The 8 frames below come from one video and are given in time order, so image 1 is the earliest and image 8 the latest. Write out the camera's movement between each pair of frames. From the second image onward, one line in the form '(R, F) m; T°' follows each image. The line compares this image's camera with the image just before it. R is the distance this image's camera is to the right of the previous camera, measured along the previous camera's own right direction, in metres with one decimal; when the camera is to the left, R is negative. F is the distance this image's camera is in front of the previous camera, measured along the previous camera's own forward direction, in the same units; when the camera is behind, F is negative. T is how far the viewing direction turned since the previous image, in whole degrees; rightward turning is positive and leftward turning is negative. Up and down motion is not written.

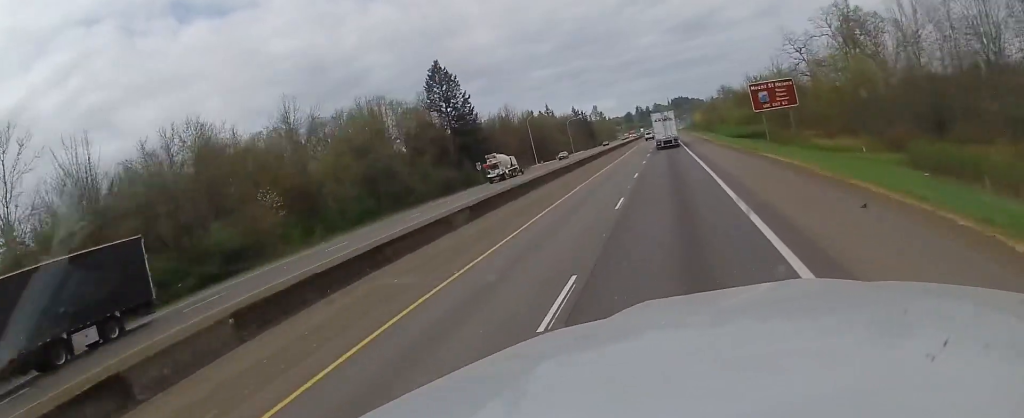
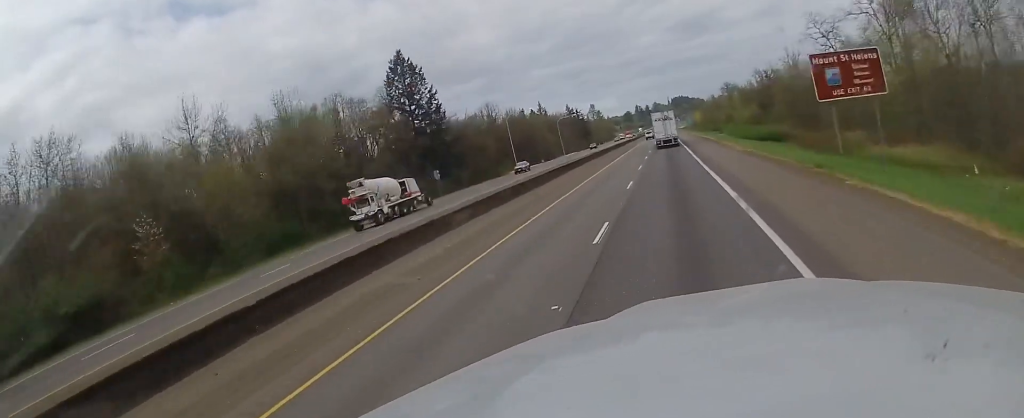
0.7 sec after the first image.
(-0.1, +18.4) m; 0°
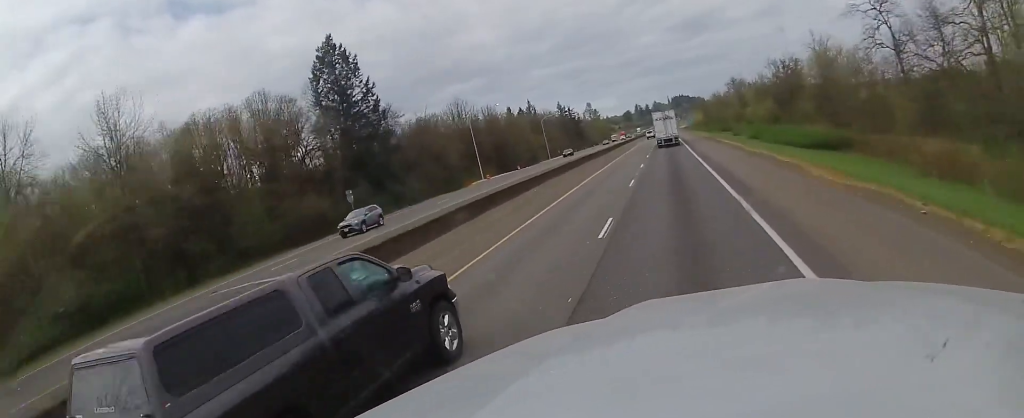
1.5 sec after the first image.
(+0.1, +23.9) m; +1°
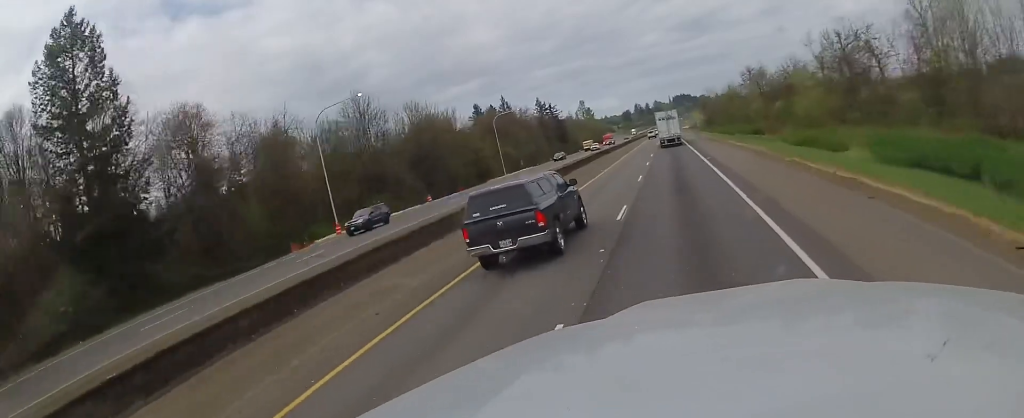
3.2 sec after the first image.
(0.0, +46.0) m; -1°
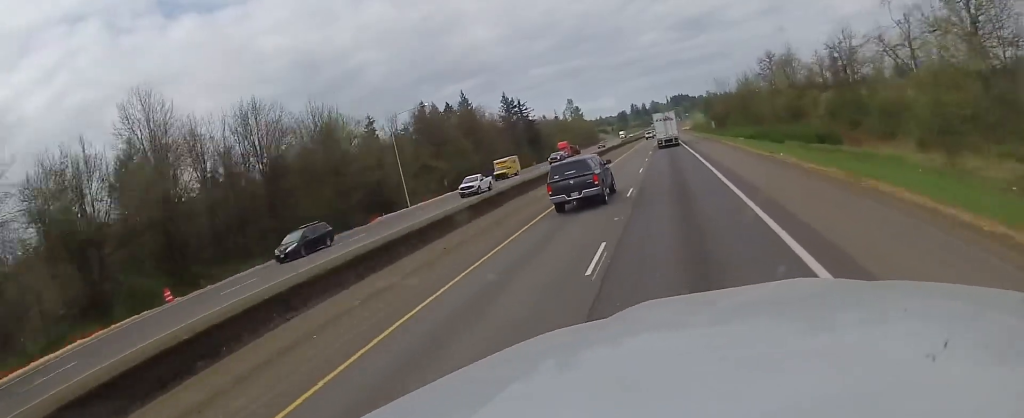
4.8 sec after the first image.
(+0.2, +43.1) m; +1°
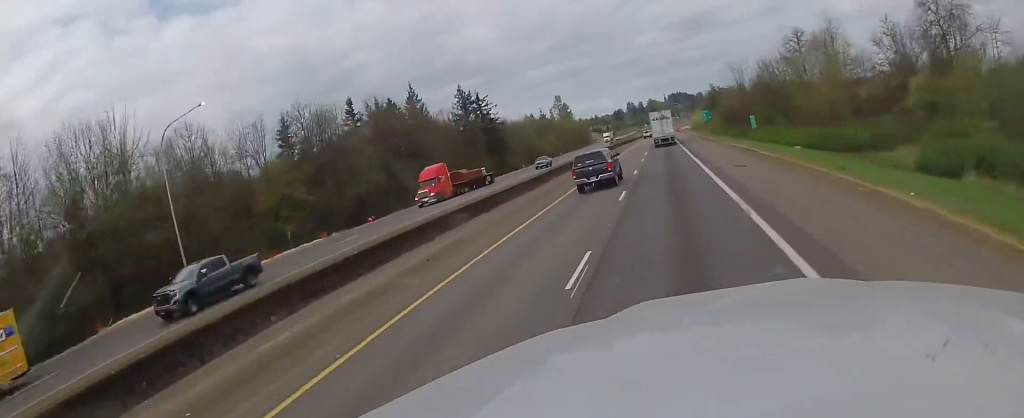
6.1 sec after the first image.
(+0.3, +37.3) m; 0°
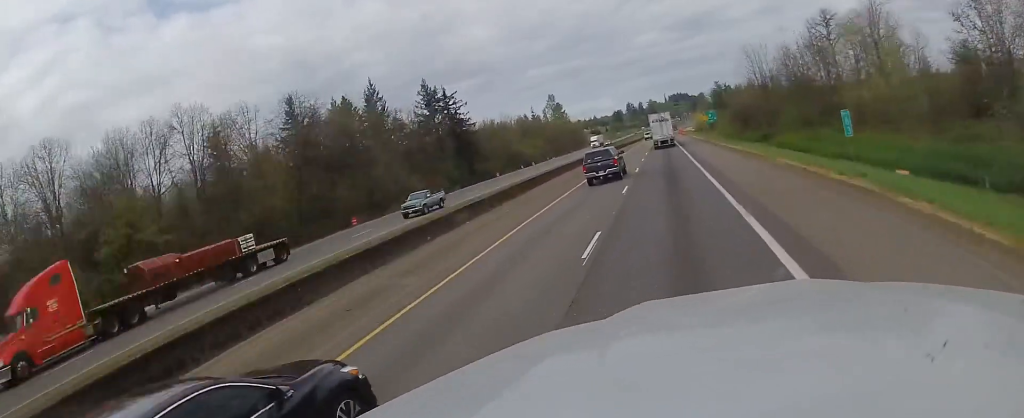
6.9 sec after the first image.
(-0.2, +21.9) m; -1°
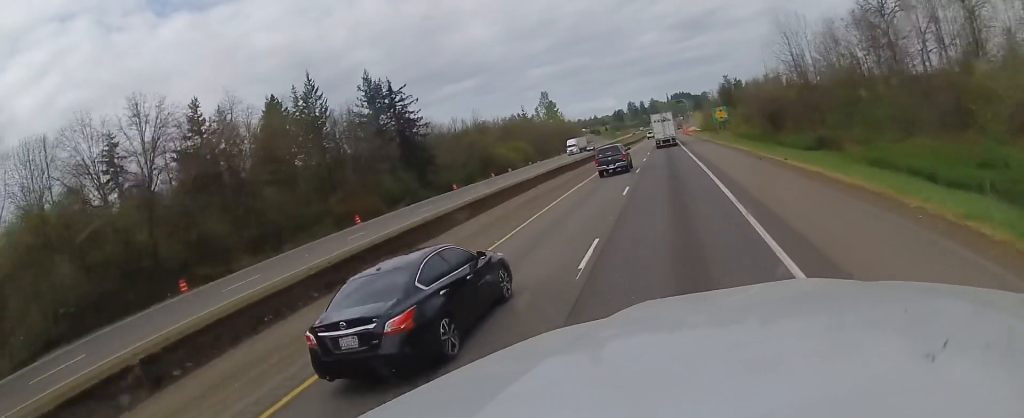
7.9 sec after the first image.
(-0.2, +25.7) m; 0°
